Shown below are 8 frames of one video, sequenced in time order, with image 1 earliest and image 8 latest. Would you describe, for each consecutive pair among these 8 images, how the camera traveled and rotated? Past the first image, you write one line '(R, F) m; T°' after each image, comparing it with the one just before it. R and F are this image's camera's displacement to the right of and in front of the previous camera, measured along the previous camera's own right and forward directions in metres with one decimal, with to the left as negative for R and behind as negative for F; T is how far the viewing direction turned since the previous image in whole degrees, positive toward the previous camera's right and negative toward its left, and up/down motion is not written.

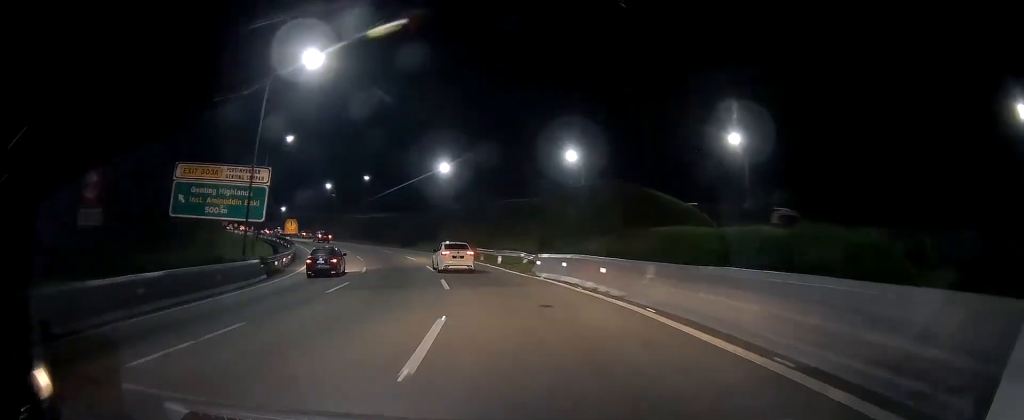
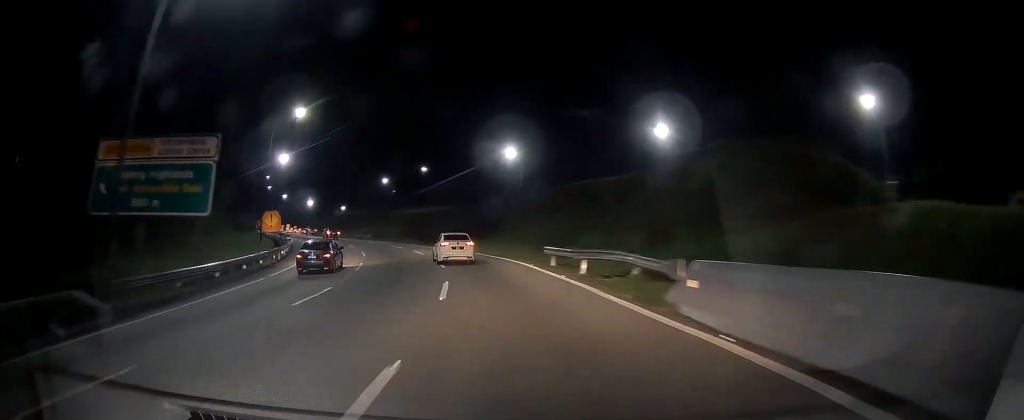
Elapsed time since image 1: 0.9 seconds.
(-1.5, +16.6) m; -8°
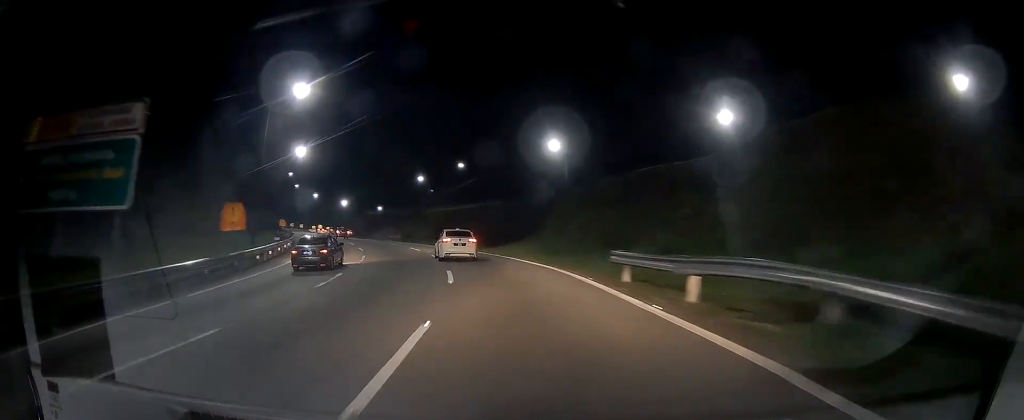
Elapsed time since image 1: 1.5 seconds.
(-0.4, +9.5) m; -3°
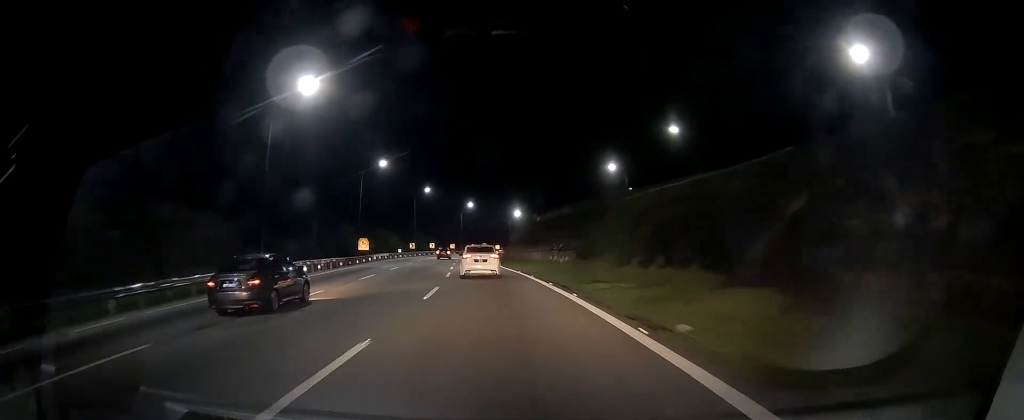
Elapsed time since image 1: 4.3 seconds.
(-8.2, +48.7) m; -21°
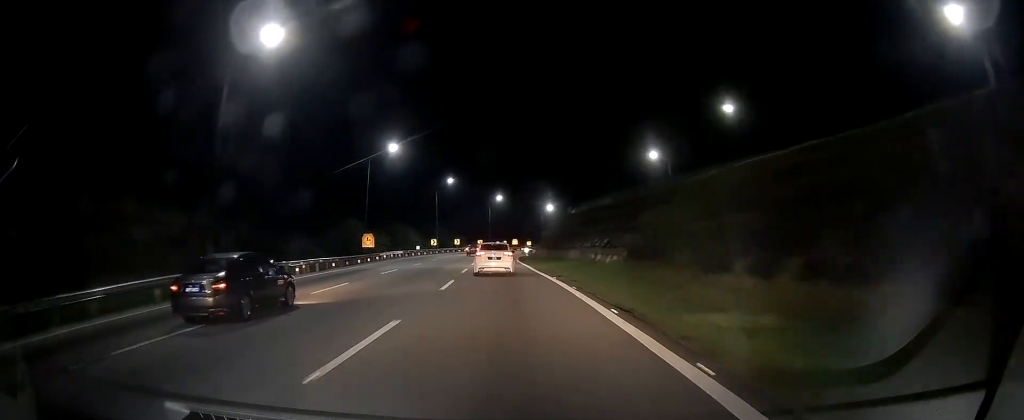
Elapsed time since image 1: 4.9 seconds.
(-0.5, +9.9) m; -4°
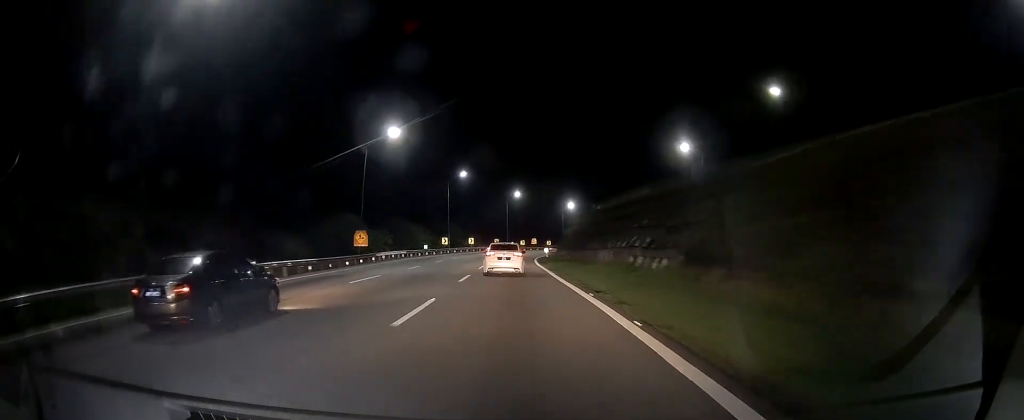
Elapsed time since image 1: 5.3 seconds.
(-0.1, +8.2) m; -2°
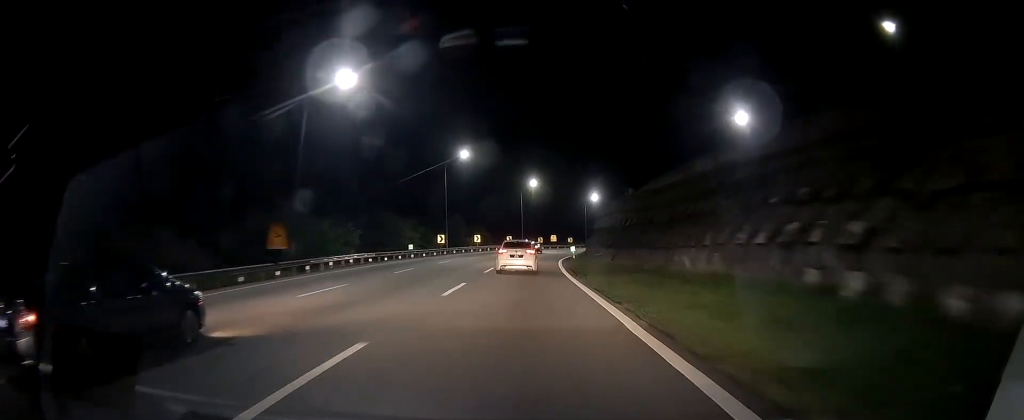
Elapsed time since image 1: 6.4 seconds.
(-0.6, +18.7) m; -3°
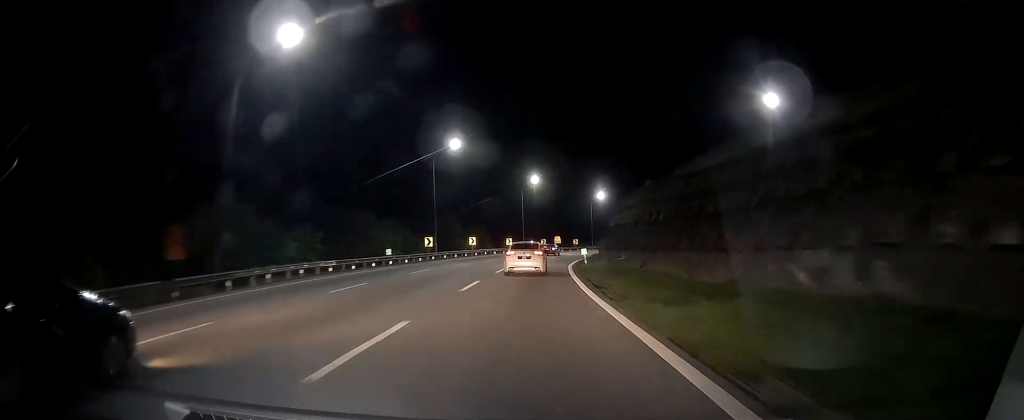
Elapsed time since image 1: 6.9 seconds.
(-0.2, +9.4) m; -1°
